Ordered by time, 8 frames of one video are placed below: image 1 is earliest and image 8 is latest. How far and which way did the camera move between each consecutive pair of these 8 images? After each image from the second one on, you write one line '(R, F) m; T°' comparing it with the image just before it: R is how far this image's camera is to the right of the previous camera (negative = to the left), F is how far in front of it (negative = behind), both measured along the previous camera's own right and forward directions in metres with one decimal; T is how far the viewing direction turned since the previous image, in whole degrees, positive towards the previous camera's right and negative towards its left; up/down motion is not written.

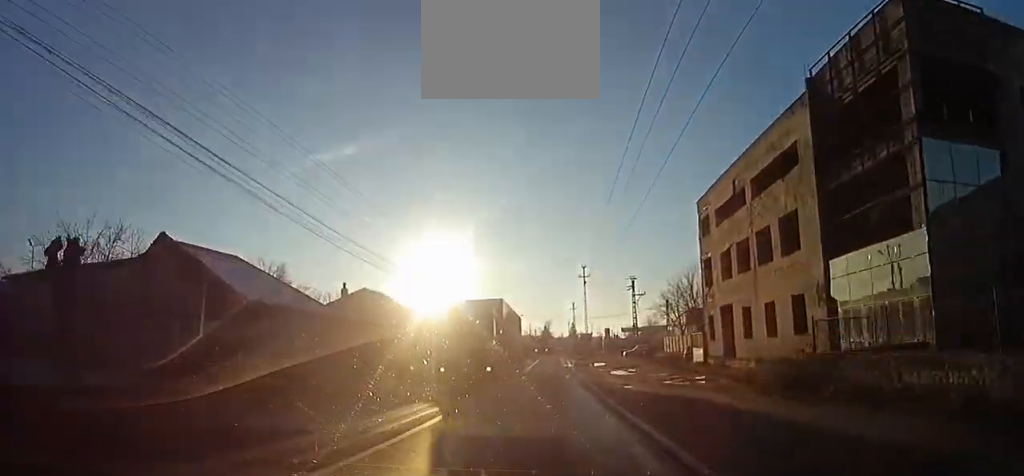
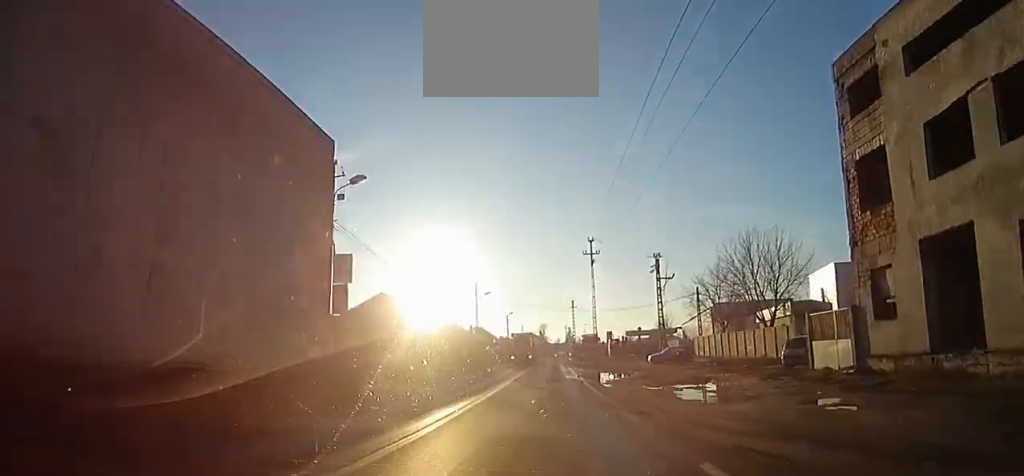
(+0.4, +18.5) m; 0°
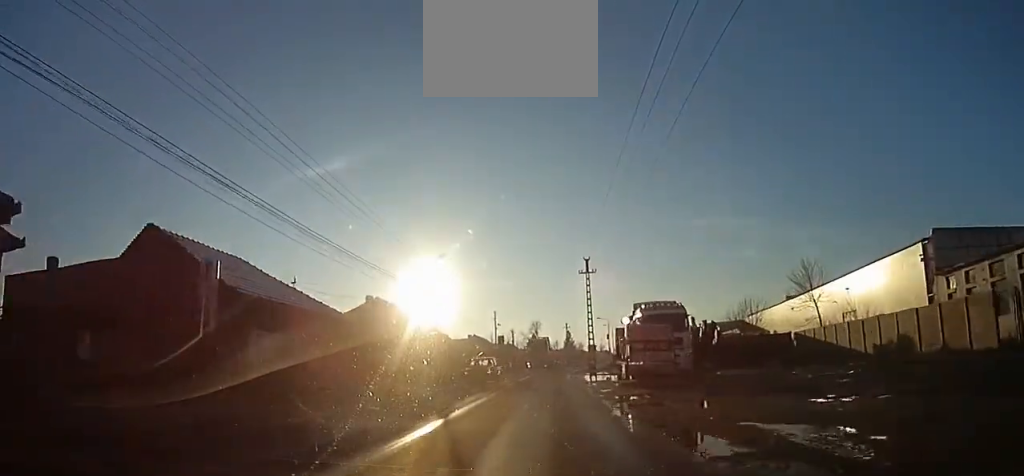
(+0.2, +48.8) m; +2°
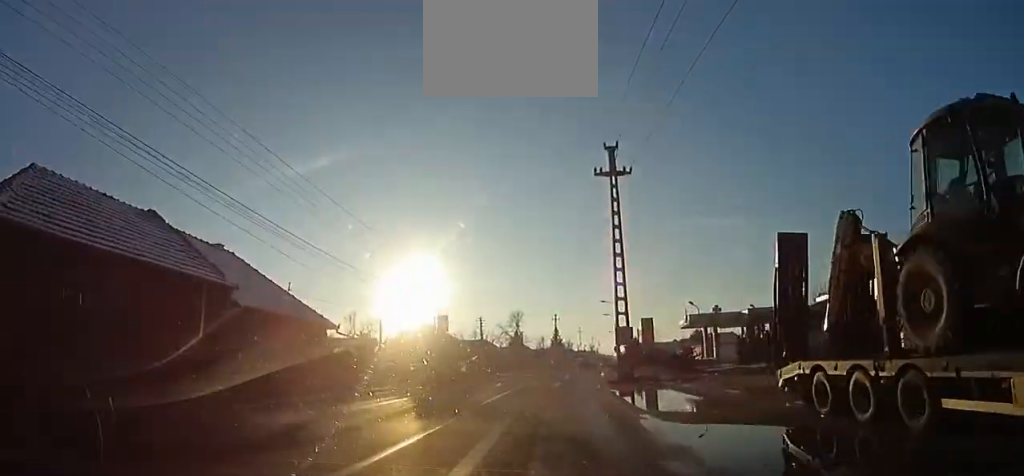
(+0.3, +29.6) m; +3°
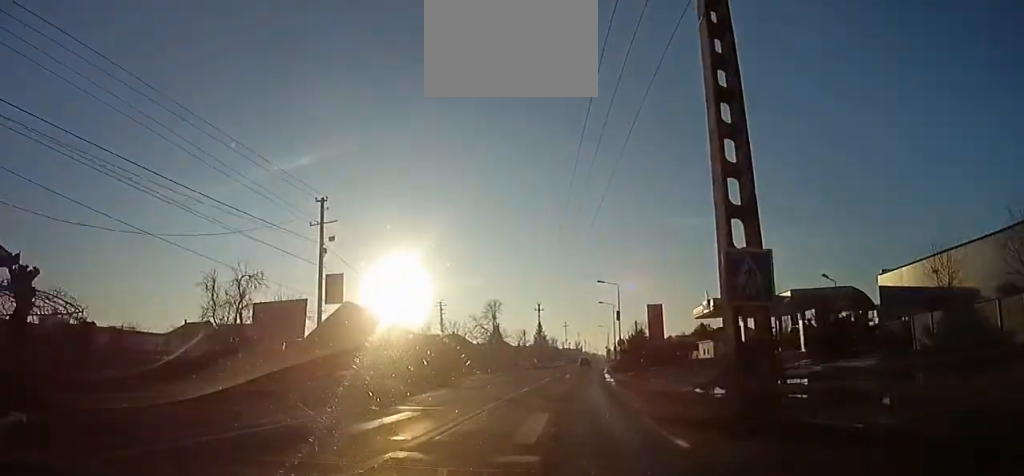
(-0.4, +17.1) m; +2°
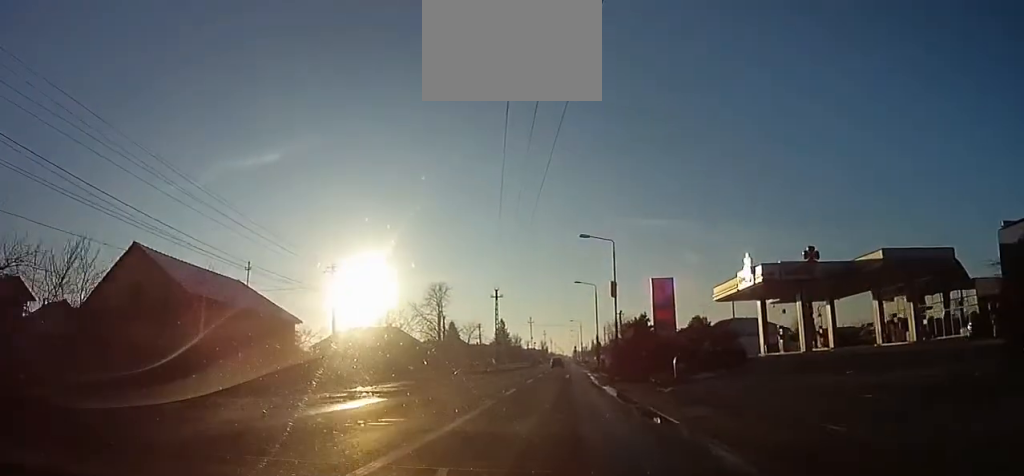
(+2.2, +21.0) m; +3°
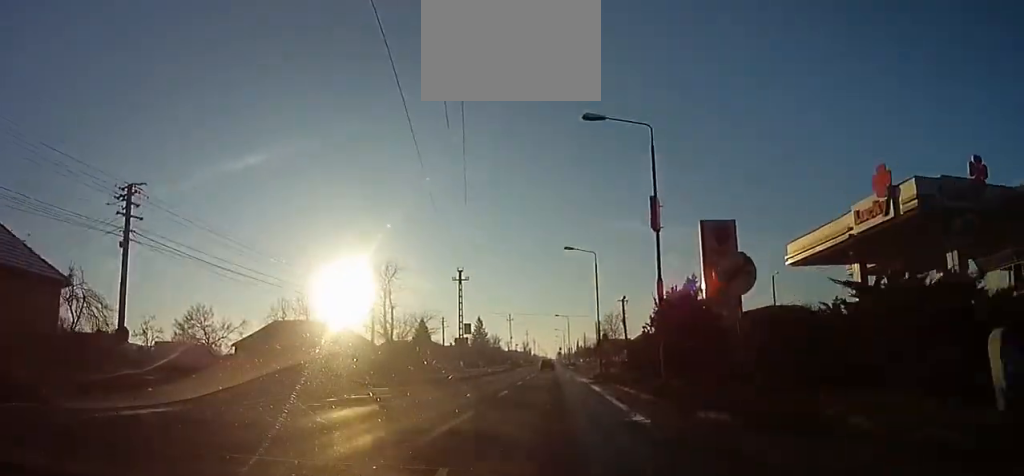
(-0.5, +18.1) m; -1°
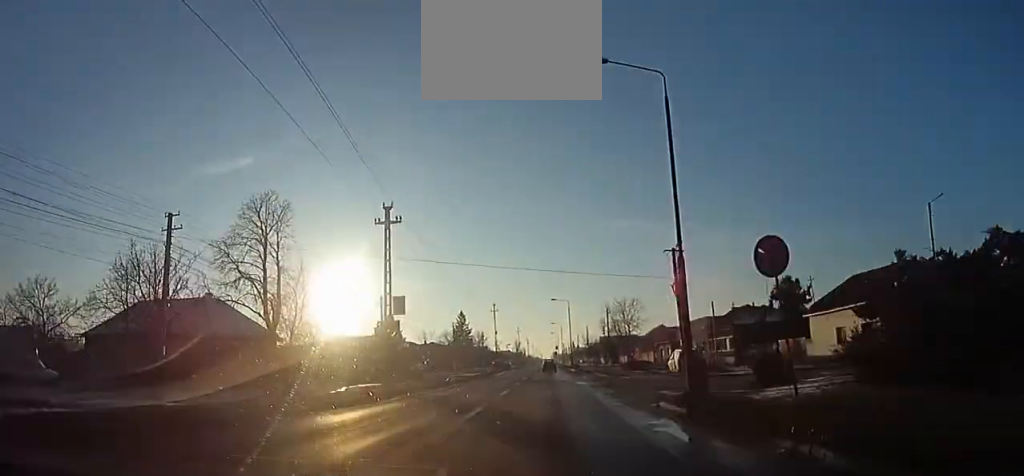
(-0.5, +24.7) m; +1°
